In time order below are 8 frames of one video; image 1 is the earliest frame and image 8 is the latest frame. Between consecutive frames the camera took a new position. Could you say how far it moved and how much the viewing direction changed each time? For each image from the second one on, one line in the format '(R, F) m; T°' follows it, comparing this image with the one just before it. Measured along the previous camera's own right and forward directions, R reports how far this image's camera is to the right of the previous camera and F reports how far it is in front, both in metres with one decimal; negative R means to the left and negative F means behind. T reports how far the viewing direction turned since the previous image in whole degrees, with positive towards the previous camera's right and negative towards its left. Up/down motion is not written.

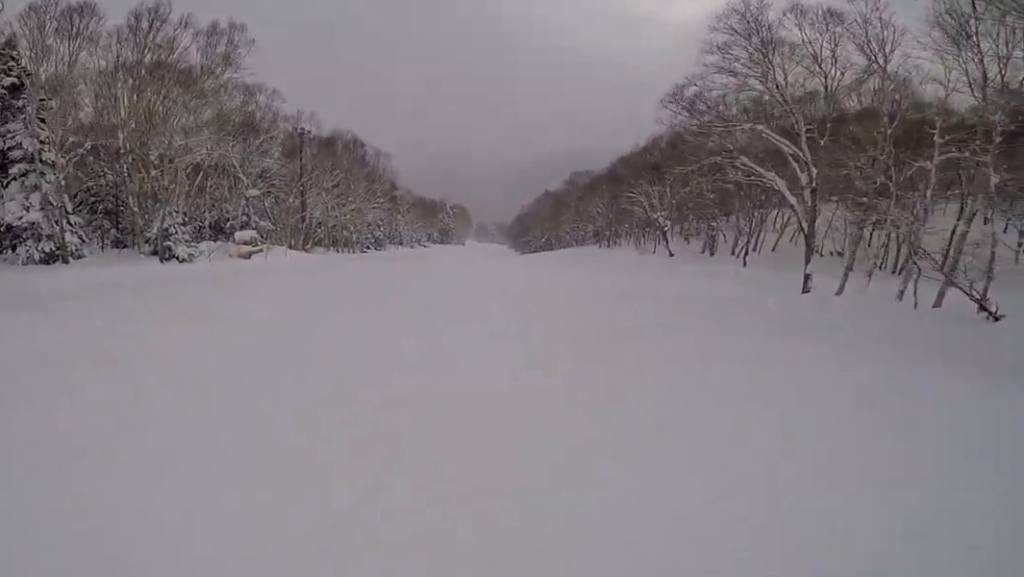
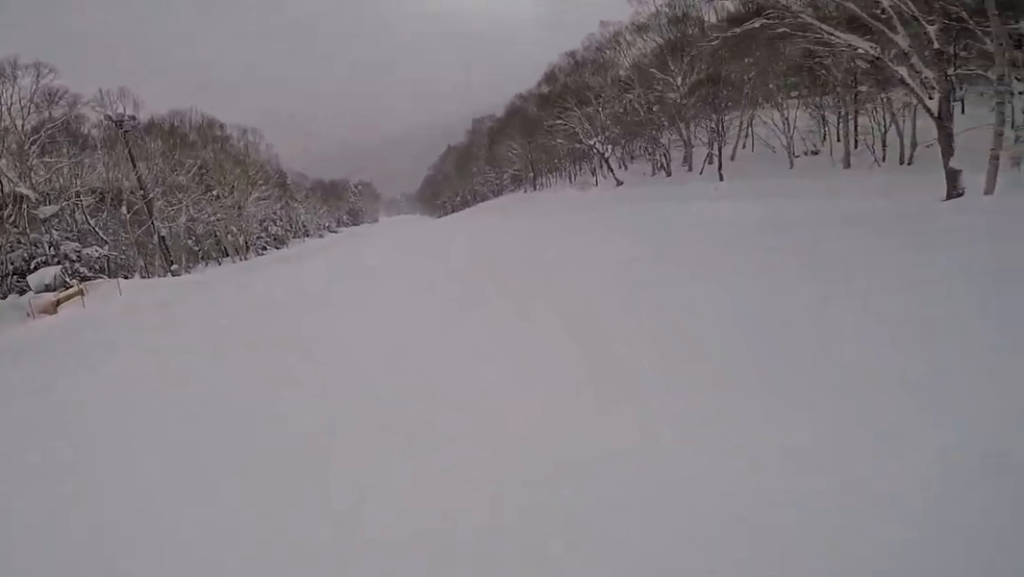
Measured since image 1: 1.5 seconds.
(-0.6, +9.9) m; -2°
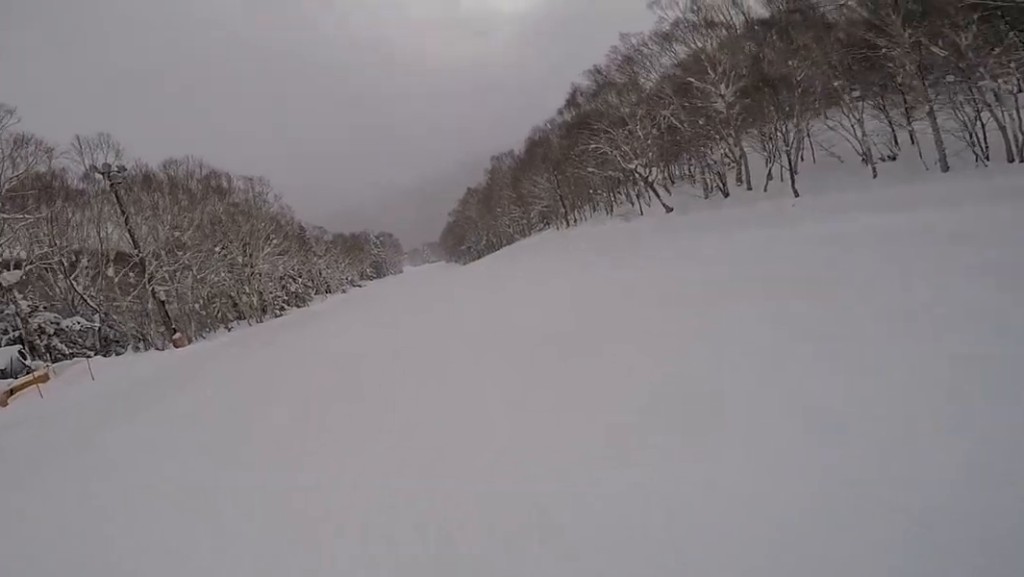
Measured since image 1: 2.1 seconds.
(+0.3, +4.6) m; 0°
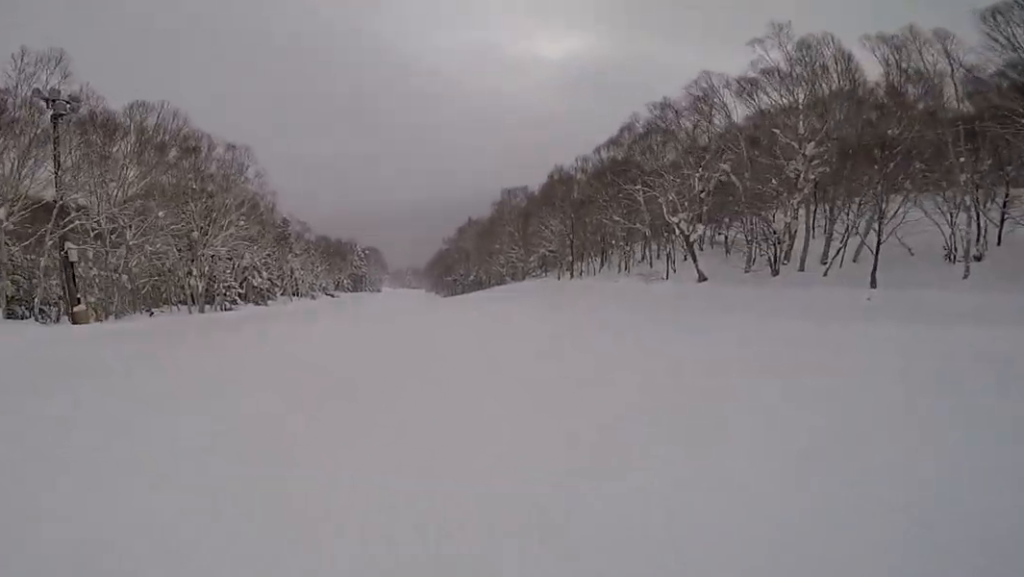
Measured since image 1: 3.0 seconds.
(0.0, +6.1) m; +3°
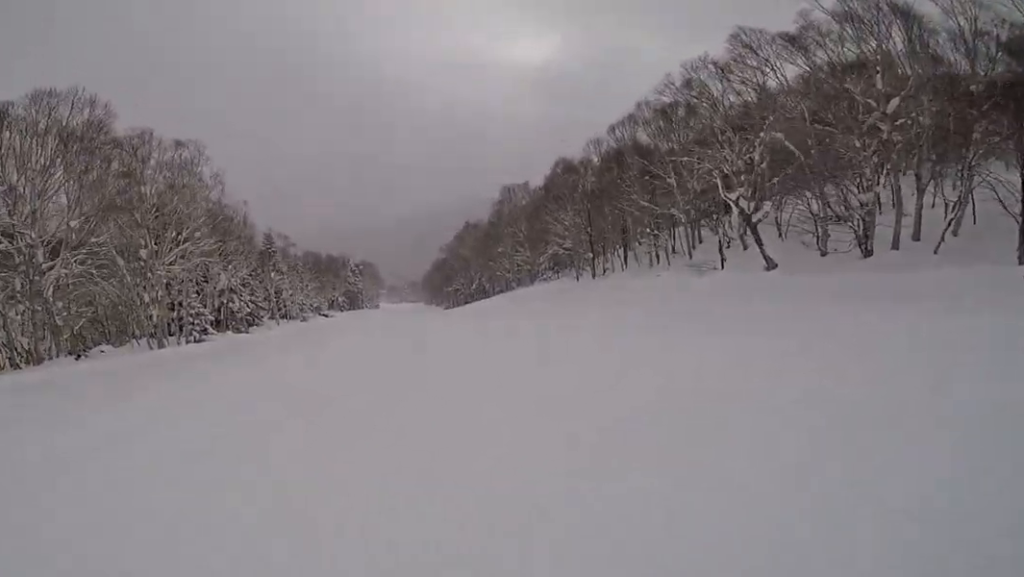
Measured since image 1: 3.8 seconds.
(+0.1, +6.4) m; +4°
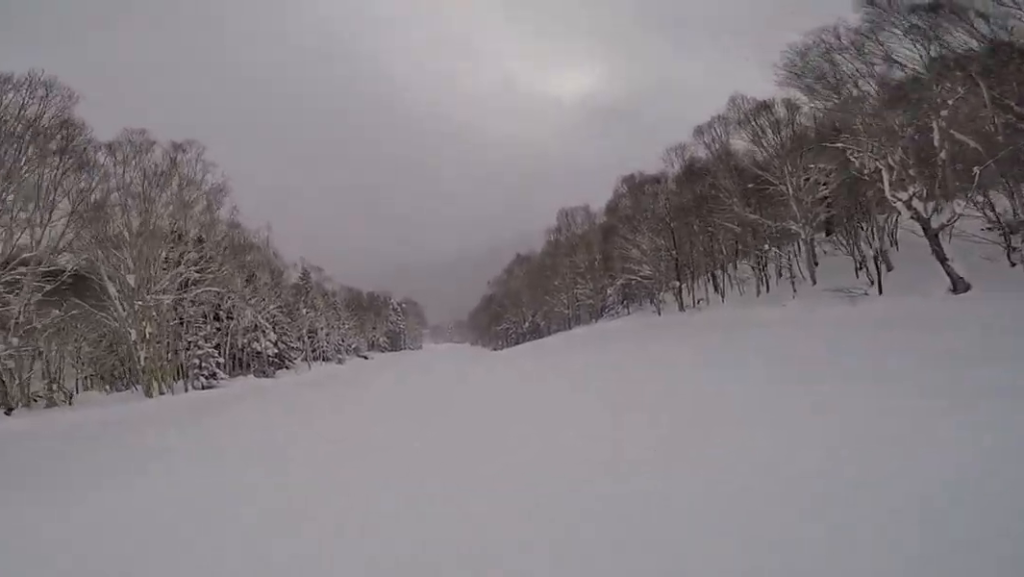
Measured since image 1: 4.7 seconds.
(+0.6, +6.7) m; +2°
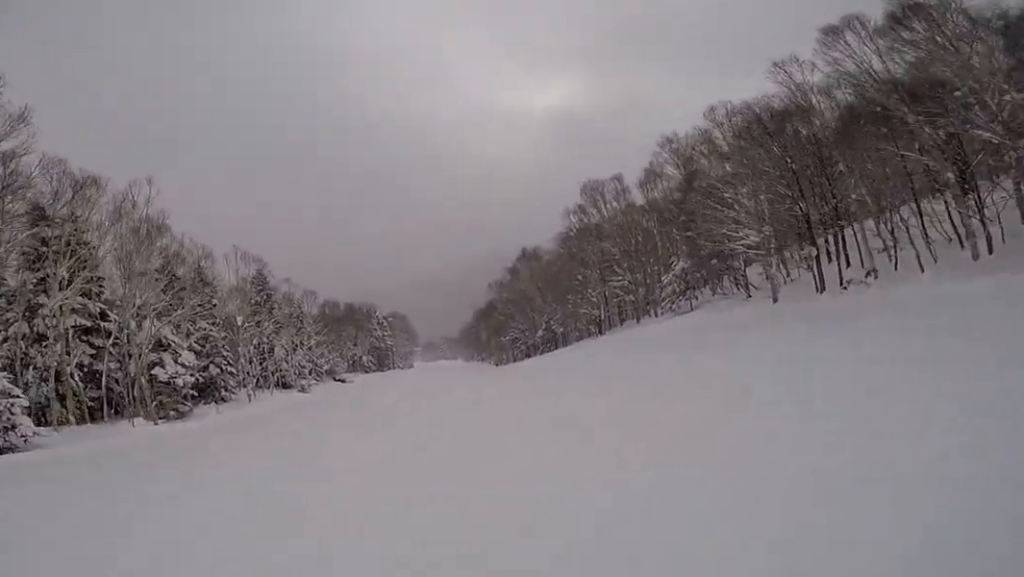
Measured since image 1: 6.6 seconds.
(-1.7, +14.9) m; -3°
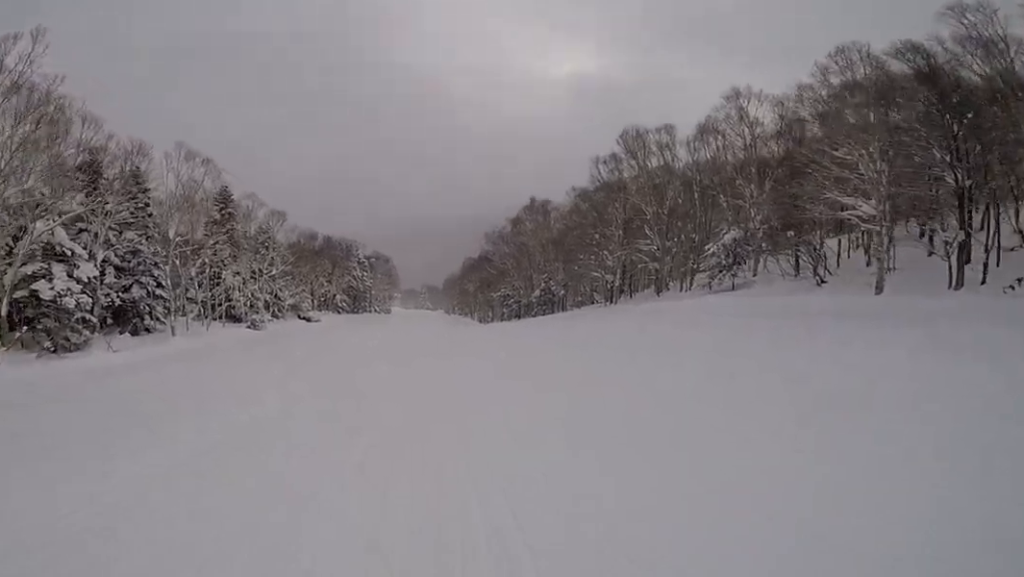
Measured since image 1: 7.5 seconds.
(+1.0, +7.8) m; 0°
